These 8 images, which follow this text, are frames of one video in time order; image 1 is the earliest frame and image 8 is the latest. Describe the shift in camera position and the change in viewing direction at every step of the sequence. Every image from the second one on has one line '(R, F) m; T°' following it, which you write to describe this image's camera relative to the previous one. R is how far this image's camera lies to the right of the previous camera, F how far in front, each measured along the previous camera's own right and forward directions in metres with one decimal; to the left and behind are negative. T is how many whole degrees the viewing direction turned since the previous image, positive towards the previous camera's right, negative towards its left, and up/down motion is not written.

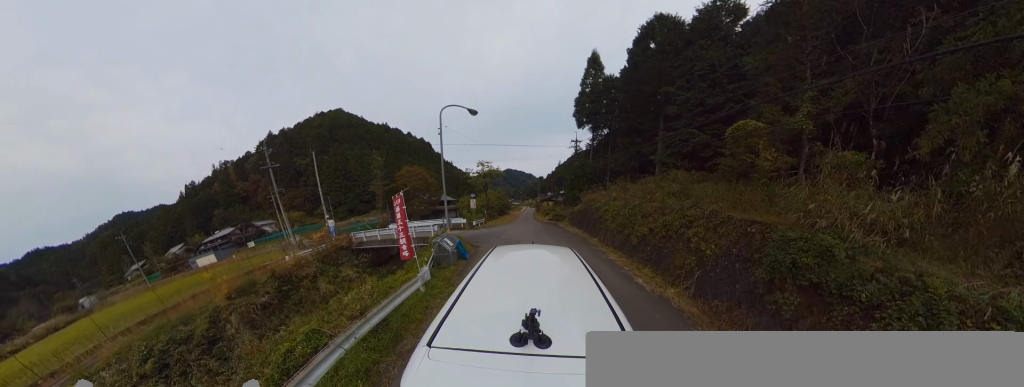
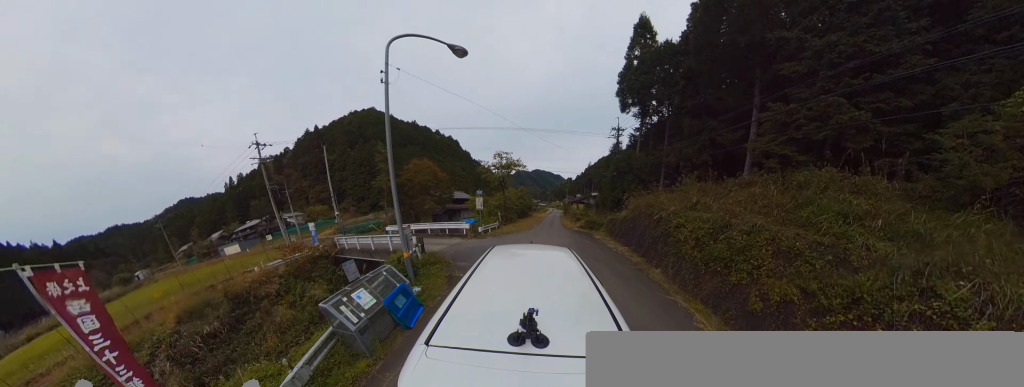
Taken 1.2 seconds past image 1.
(-0.1, +4.1) m; -26°
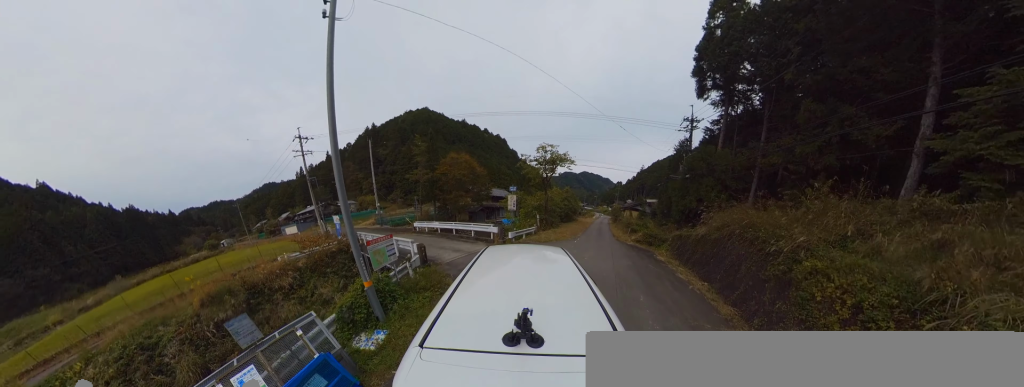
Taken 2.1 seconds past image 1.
(-0.8, +2.5) m; -28°
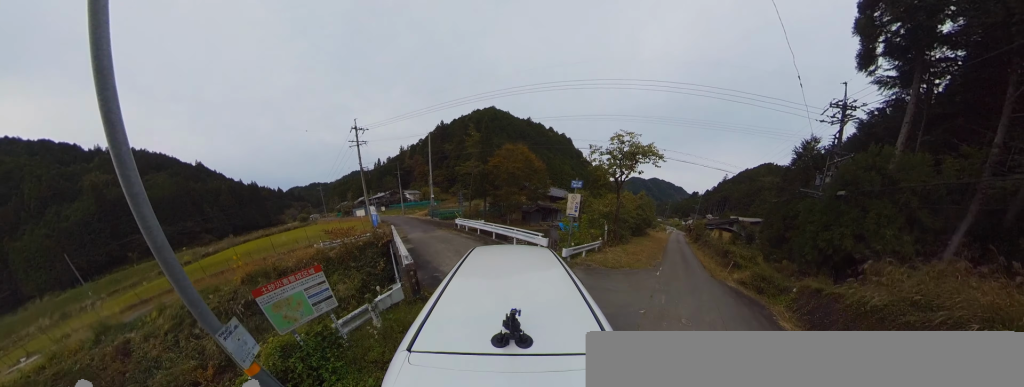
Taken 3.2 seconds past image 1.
(-0.9, +3.8) m; -12°
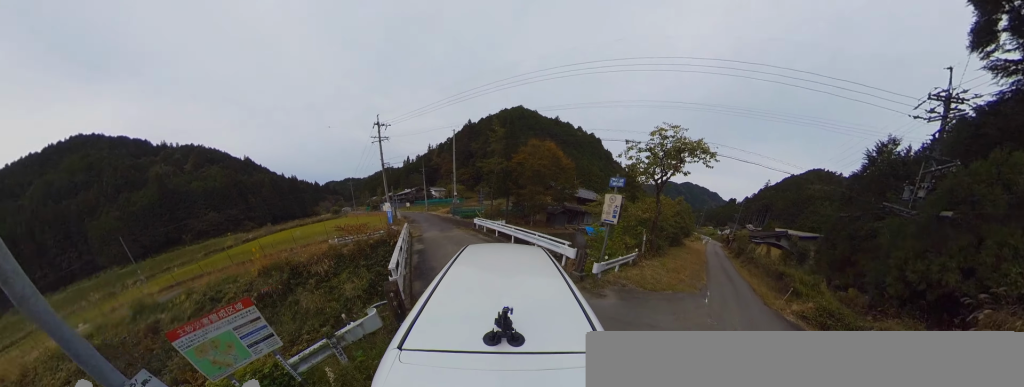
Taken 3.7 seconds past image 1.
(0.0, +1.9) m; +3°
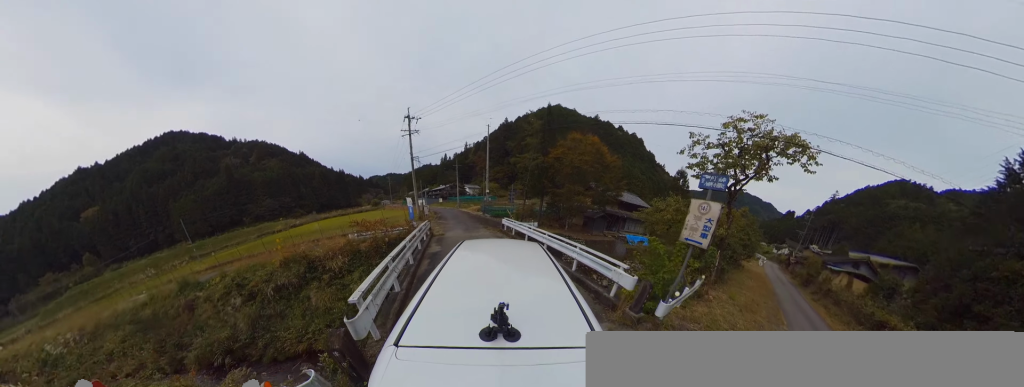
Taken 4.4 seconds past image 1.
(+0.1, +2.7) m; +11°
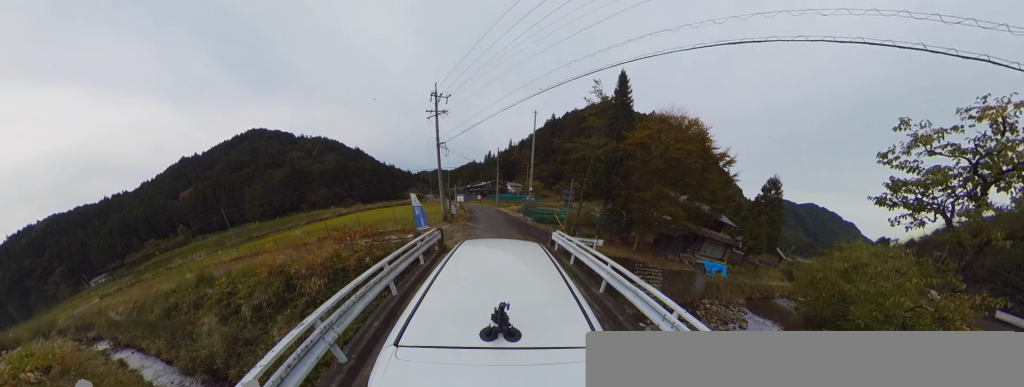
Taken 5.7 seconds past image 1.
(+0.9, +6.3) m; -3°
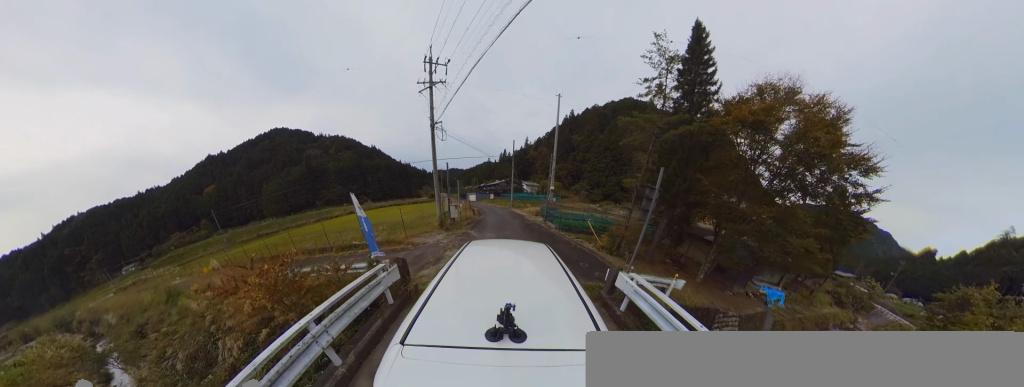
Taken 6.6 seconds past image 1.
(-1.0, +4.7) m; -13°
